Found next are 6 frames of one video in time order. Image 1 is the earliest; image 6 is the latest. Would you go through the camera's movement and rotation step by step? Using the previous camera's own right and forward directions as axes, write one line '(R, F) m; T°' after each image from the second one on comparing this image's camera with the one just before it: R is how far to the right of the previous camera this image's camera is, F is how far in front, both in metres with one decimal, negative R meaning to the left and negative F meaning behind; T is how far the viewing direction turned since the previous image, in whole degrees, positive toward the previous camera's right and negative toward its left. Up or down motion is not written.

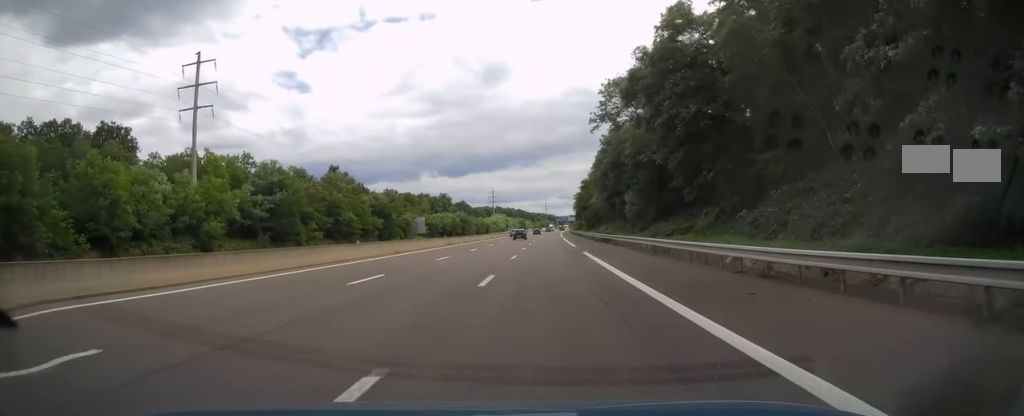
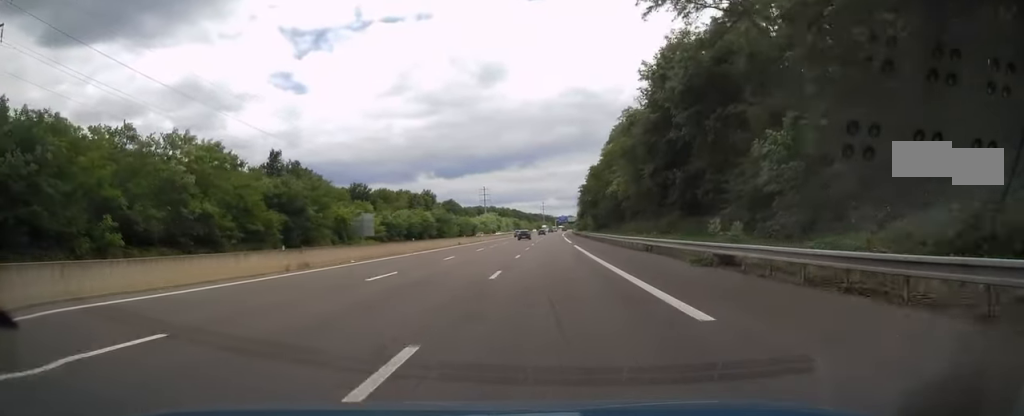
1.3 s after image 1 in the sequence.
(+0.1, +37.8) m; 0°
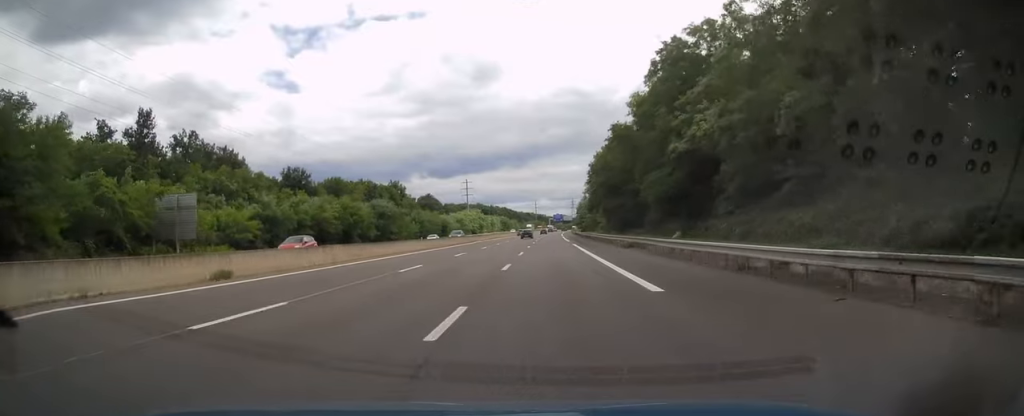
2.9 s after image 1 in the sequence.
(+0.1, +48.1) m; 0°
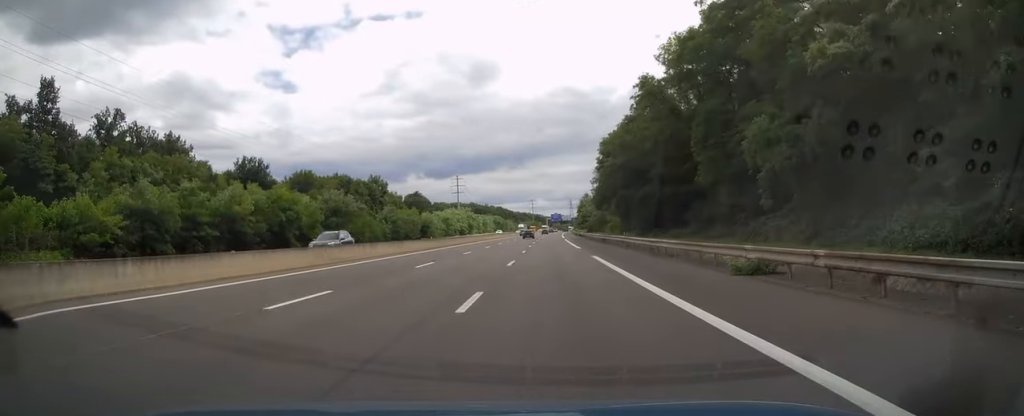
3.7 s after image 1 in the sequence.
(+0.1, +23.1) m; 0°
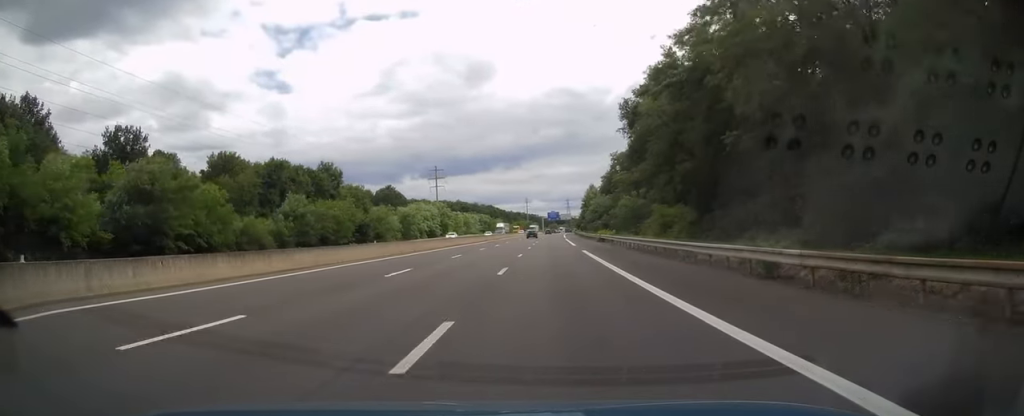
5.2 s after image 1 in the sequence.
(+0.3, +43.3) m; +1°
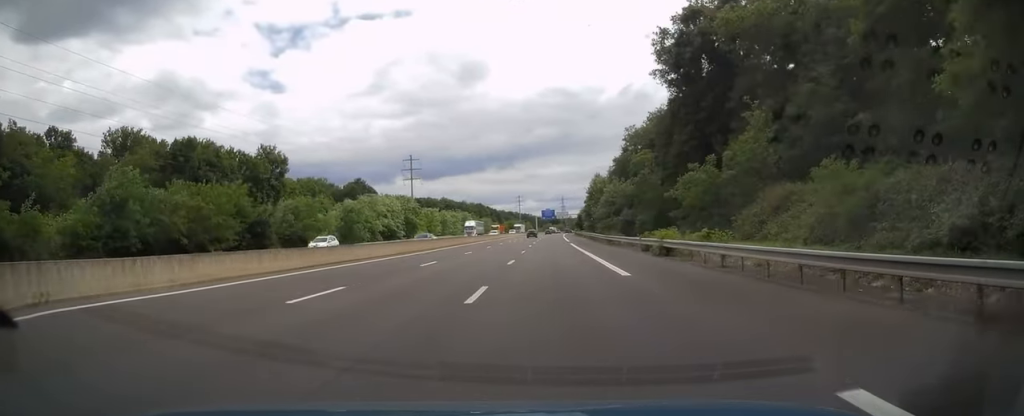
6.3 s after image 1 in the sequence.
(0.0, +33.5) m; 0°
